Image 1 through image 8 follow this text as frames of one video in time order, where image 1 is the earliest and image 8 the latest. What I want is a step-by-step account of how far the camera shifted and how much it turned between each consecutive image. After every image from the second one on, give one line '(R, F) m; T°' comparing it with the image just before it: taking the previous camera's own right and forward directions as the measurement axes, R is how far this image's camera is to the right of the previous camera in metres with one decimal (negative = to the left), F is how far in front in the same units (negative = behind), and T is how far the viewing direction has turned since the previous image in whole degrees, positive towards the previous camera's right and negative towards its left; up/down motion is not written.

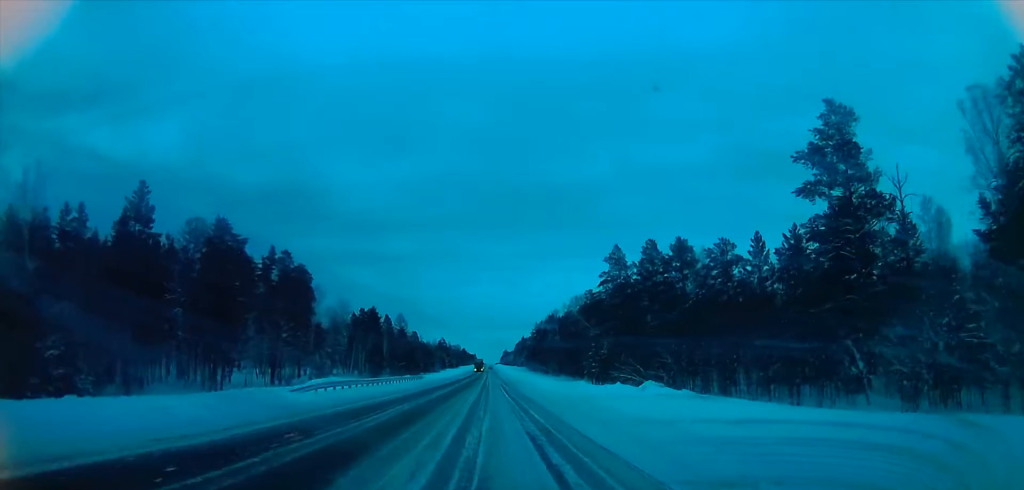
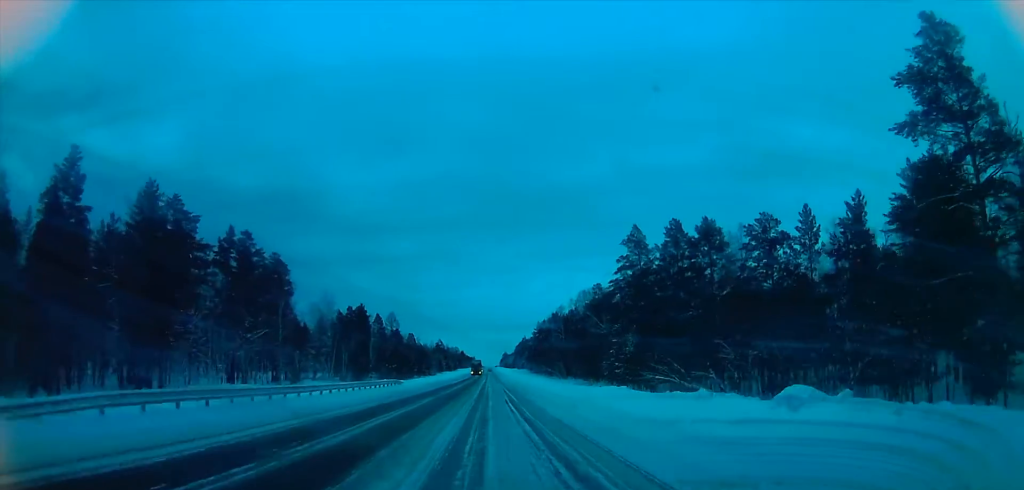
(+0.6, +18.2) m; 0°
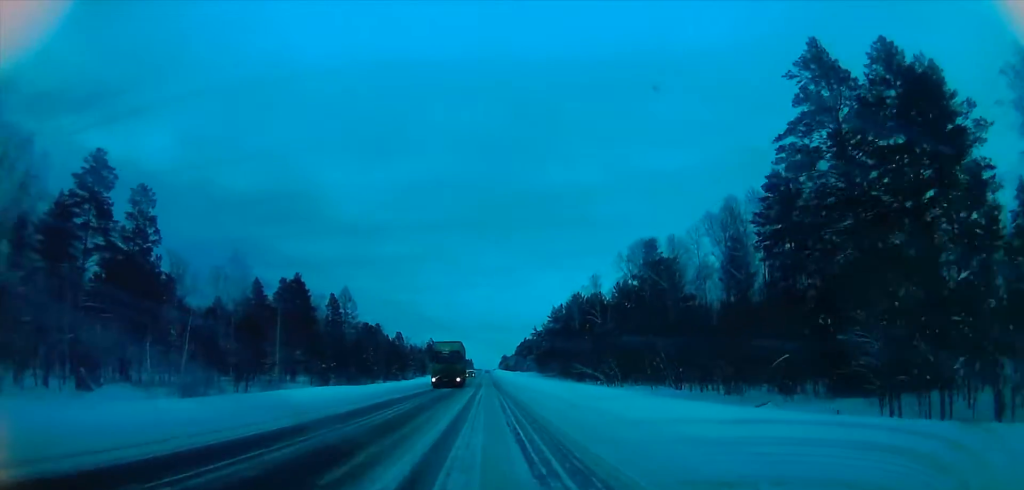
(-0.2, +67.9) m; 0°
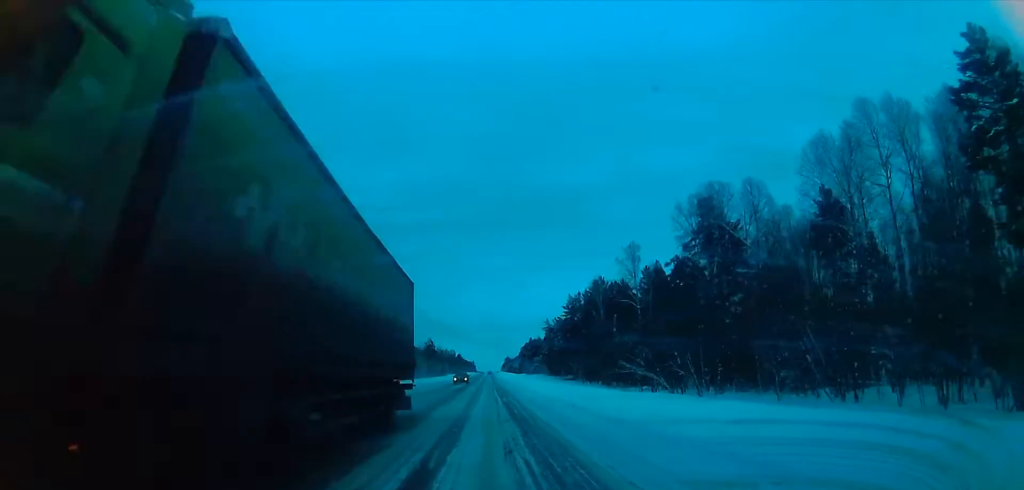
(-0.3, +34.5) m; 0°
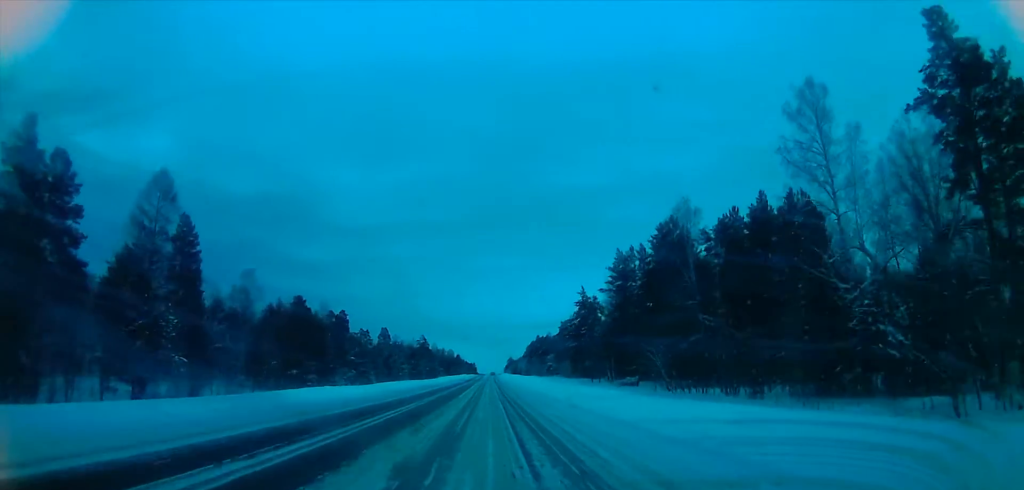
(+0.6, +65.4) m; 0°
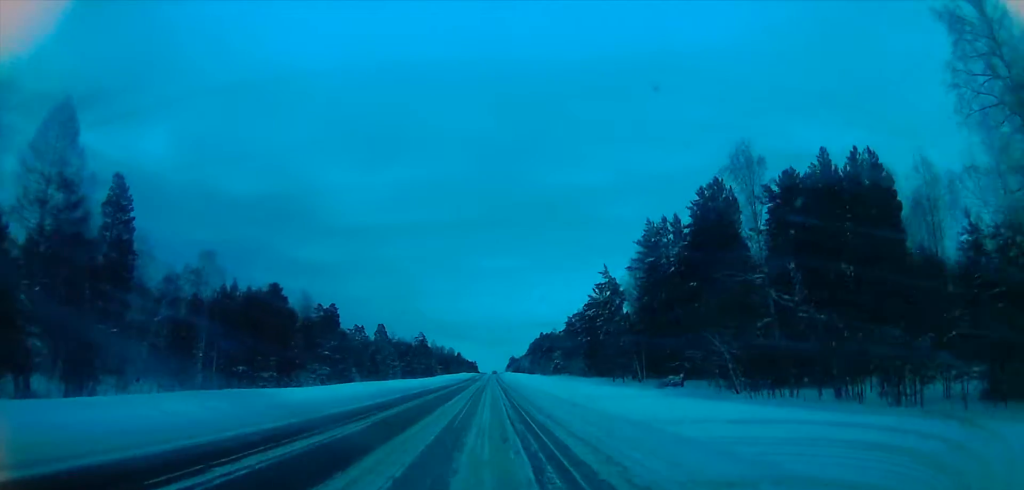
(-0.2, +20.9) m; -1°
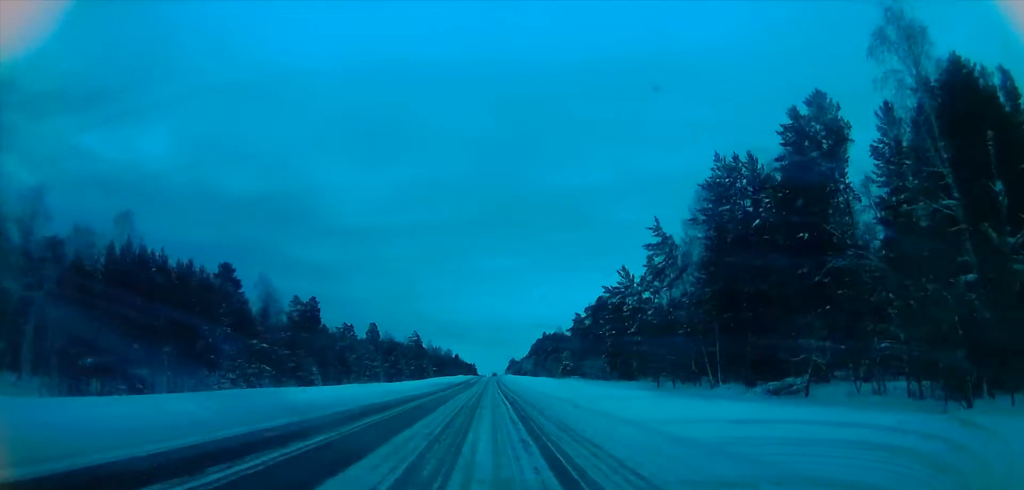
(-0.2, +26.1) m; -1°
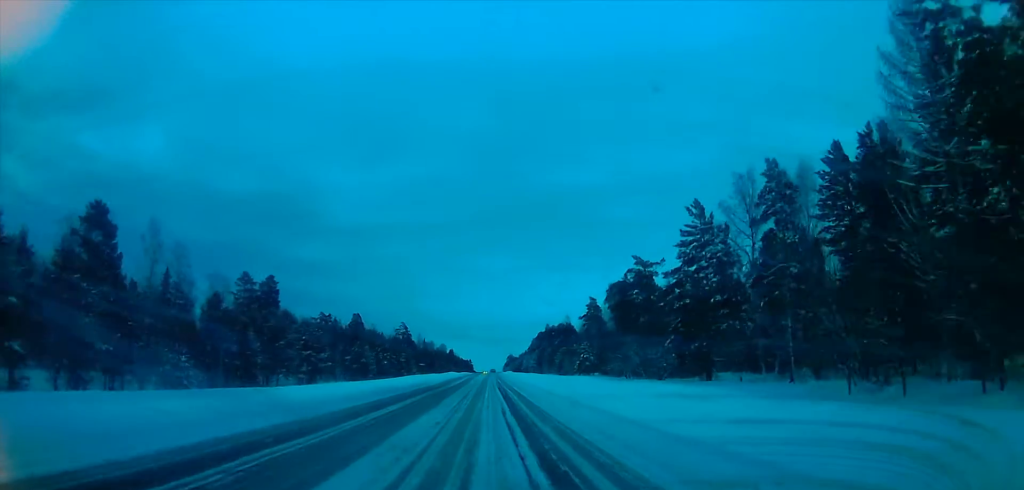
(-0.3, +34.2) m; 0°
